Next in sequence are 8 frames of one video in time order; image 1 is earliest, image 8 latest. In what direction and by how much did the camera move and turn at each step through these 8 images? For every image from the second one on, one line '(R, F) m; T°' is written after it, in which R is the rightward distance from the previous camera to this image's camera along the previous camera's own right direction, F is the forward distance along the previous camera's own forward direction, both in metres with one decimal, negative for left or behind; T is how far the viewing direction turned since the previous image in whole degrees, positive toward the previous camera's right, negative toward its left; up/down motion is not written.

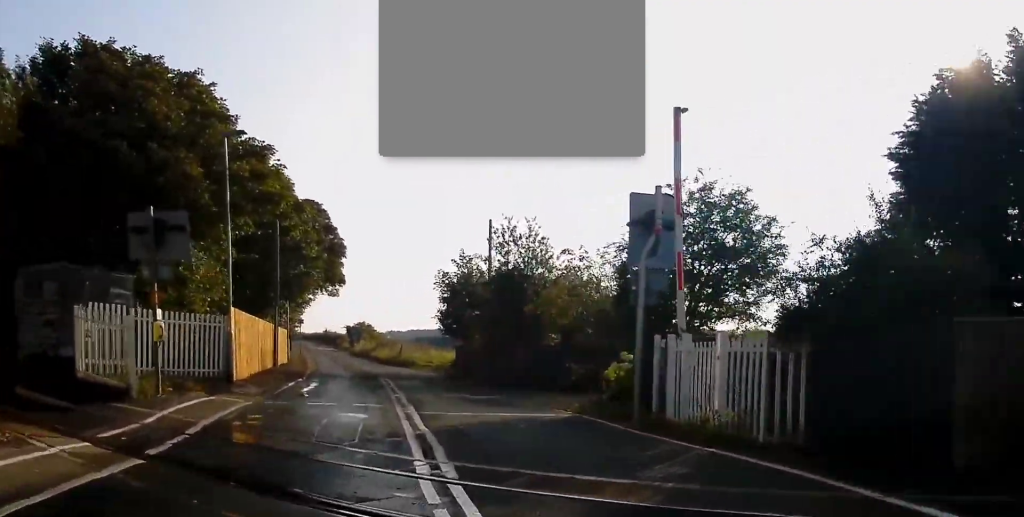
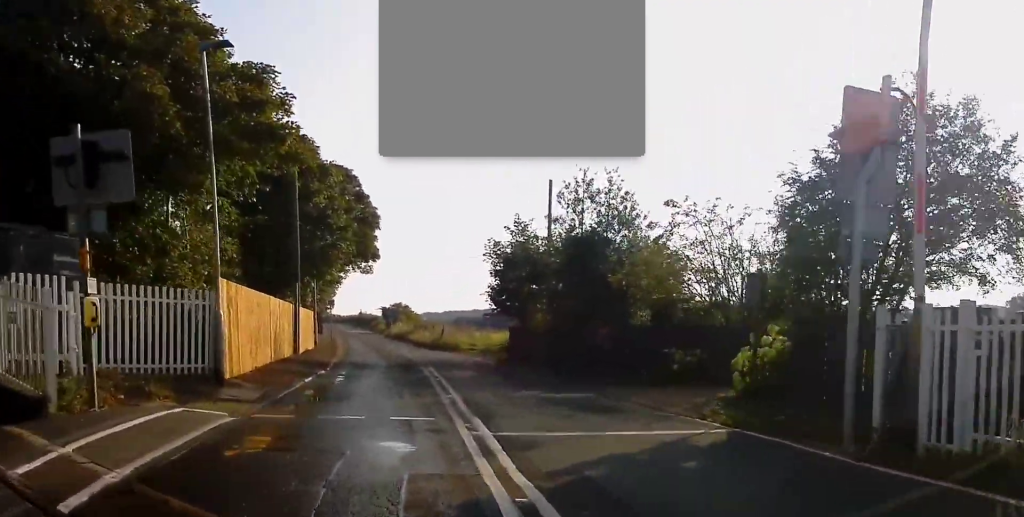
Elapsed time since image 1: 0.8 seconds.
(0.0, +5.3) m; 0°
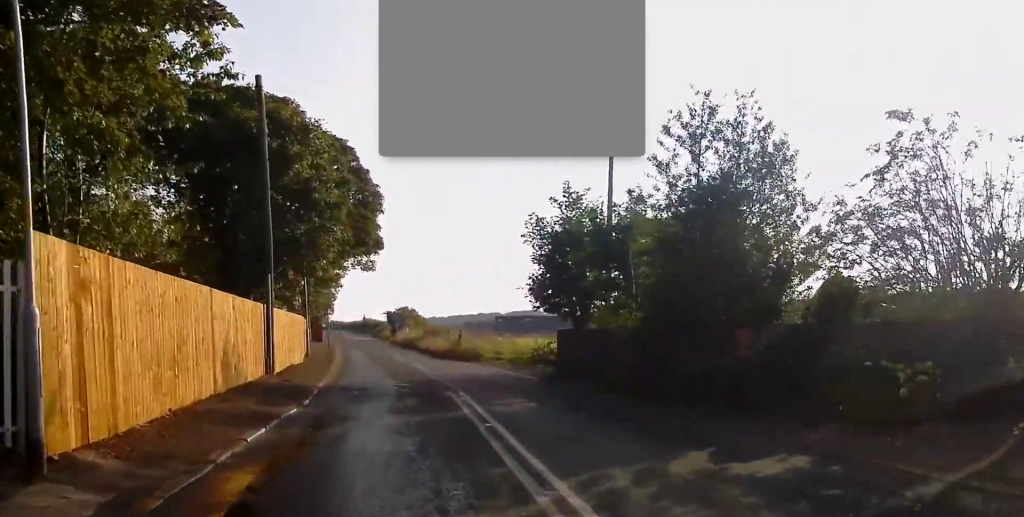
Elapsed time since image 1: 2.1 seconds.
(0.0, +8.3) m; 0°
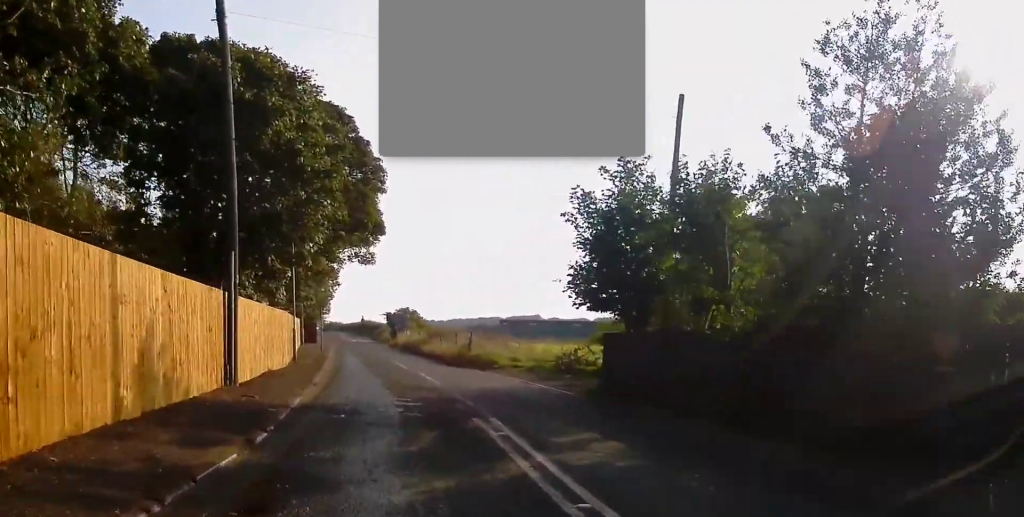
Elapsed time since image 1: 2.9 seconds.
(0.0, +5.1) m; 0°
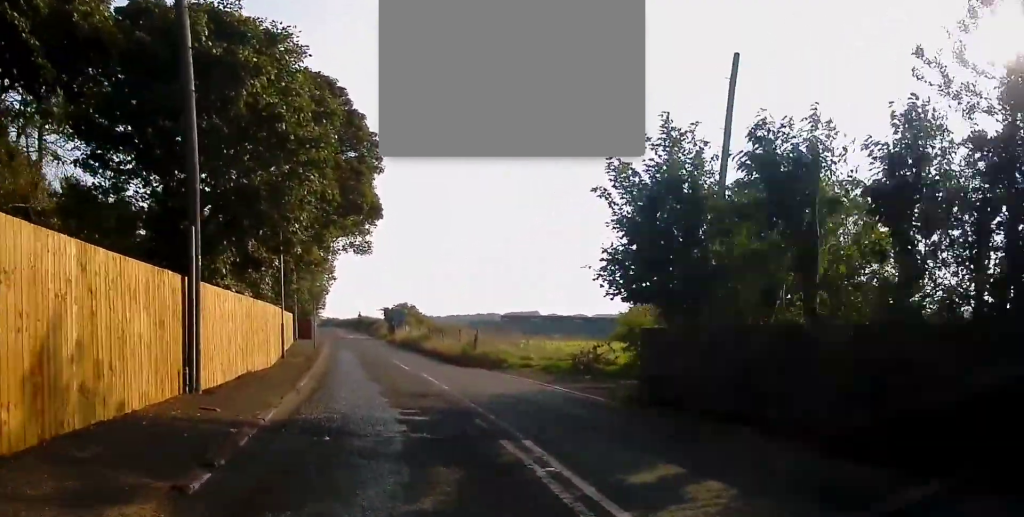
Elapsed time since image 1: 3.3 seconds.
(0.0, +3.0) m; 0°
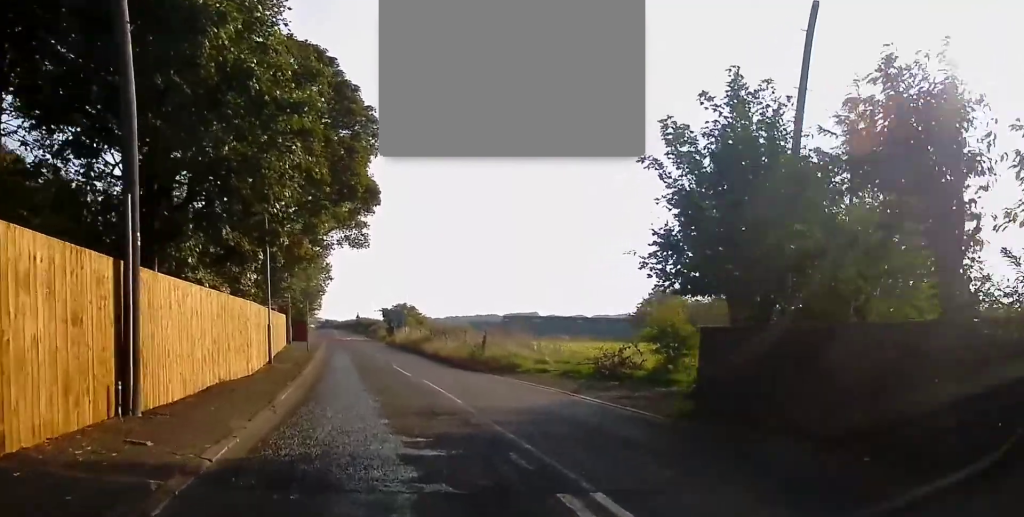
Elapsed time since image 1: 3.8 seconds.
(0.0, +3.1) m; 0°
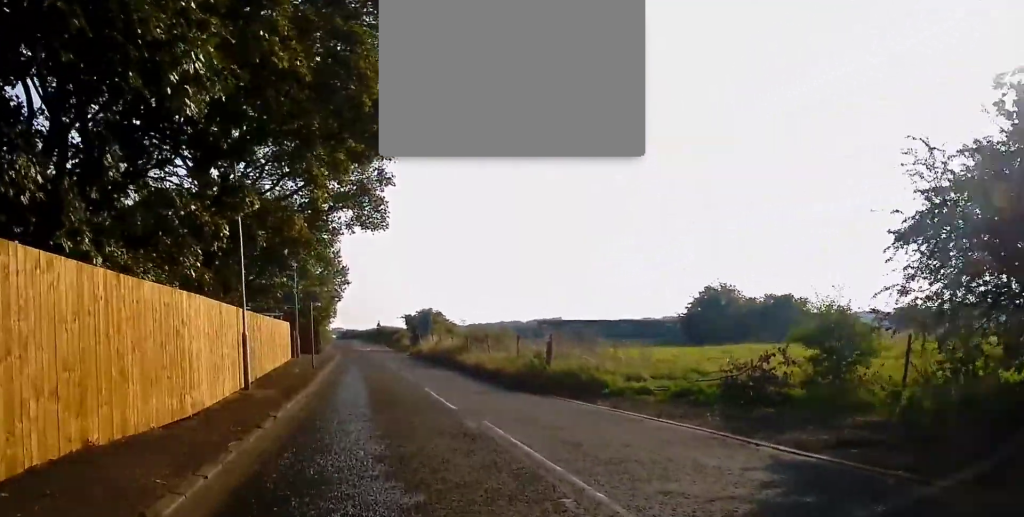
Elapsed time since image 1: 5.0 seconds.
(0.0, +8.4) m; -1°
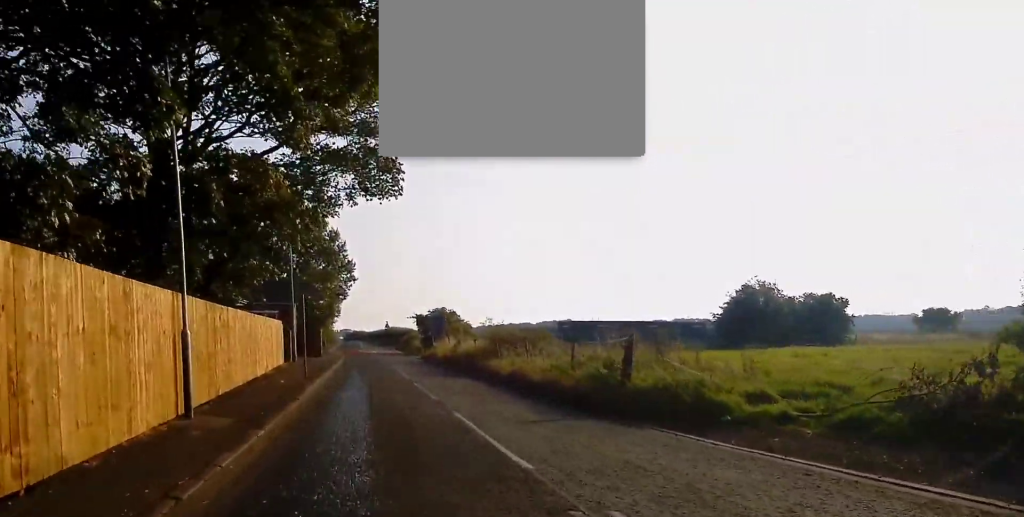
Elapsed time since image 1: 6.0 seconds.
(0.0, +6.1) m; -5°
